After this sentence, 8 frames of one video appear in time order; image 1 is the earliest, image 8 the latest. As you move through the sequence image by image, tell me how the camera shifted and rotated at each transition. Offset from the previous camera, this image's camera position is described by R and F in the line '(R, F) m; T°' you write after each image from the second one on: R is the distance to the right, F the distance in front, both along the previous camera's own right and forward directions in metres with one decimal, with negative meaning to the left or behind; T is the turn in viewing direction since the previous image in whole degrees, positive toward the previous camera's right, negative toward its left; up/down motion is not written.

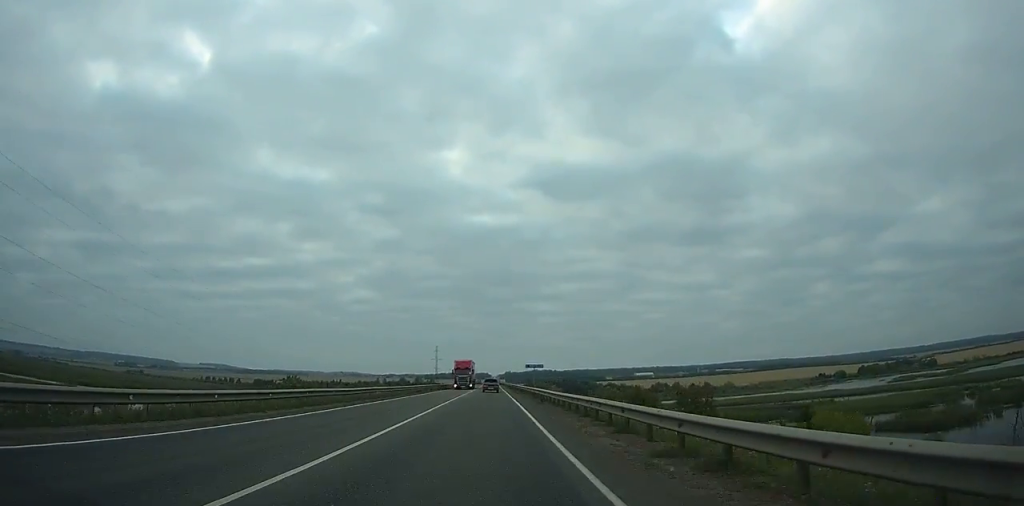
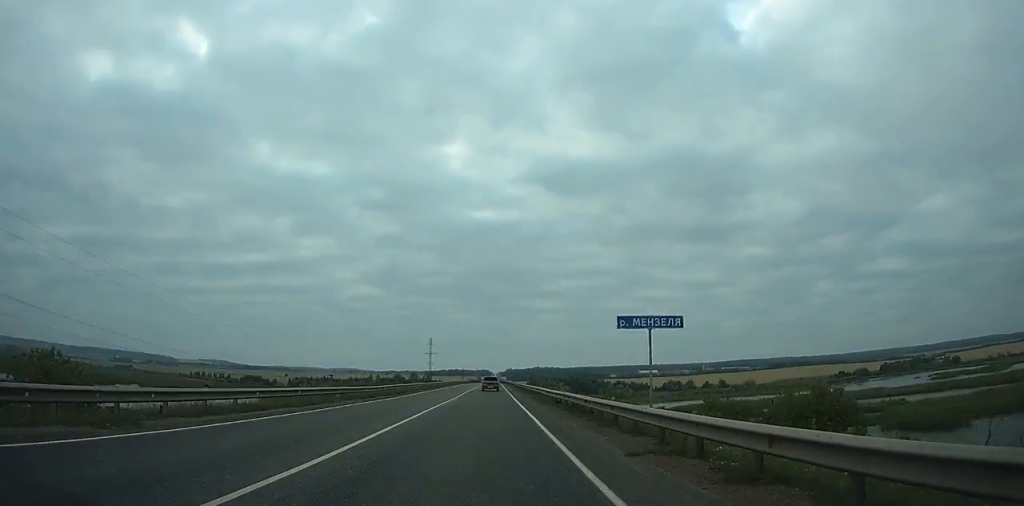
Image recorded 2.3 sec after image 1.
(0.0, +47.6) m; 0°
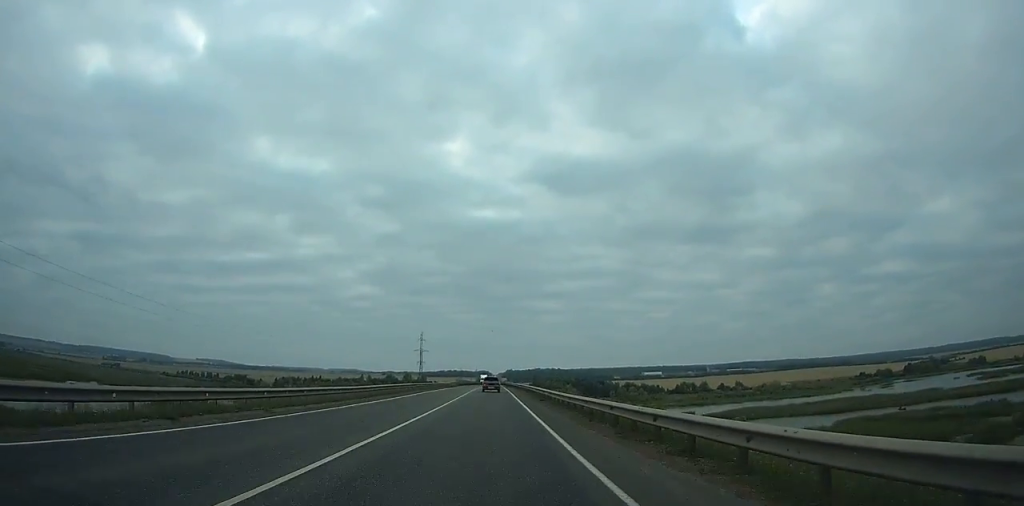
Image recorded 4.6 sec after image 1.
(-0.1, +47.4) m; 0°
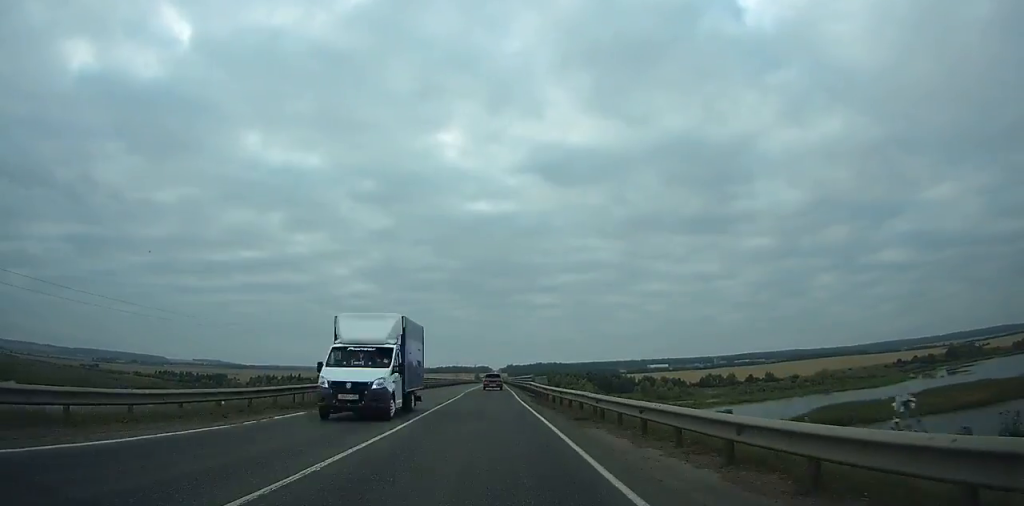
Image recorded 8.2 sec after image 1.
(+0.2, +73.7) m; 0°
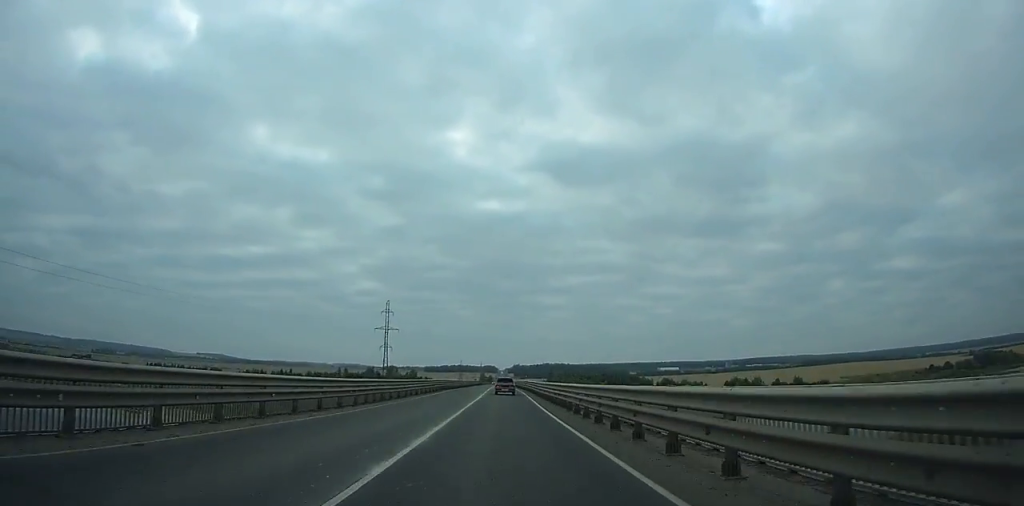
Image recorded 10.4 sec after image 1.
(-0.1, +44.6) m; 0°
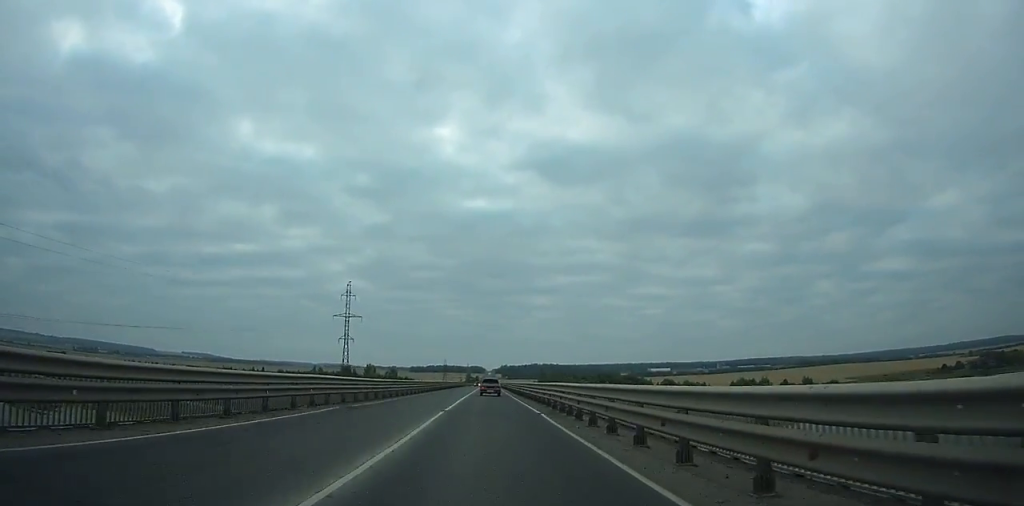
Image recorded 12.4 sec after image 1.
(-0.2, +40.3) m; 0°
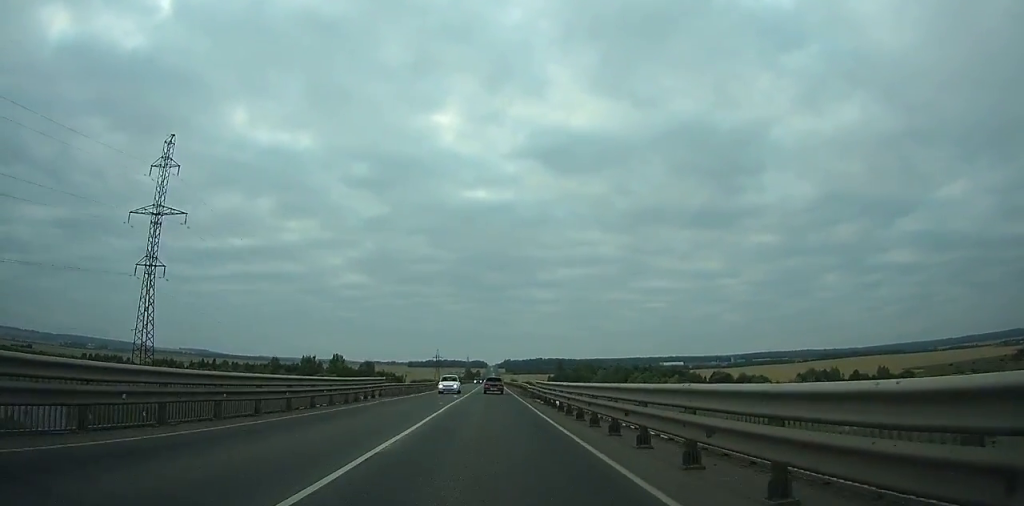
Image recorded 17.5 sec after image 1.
(+0.2, +102.0) m; 0°
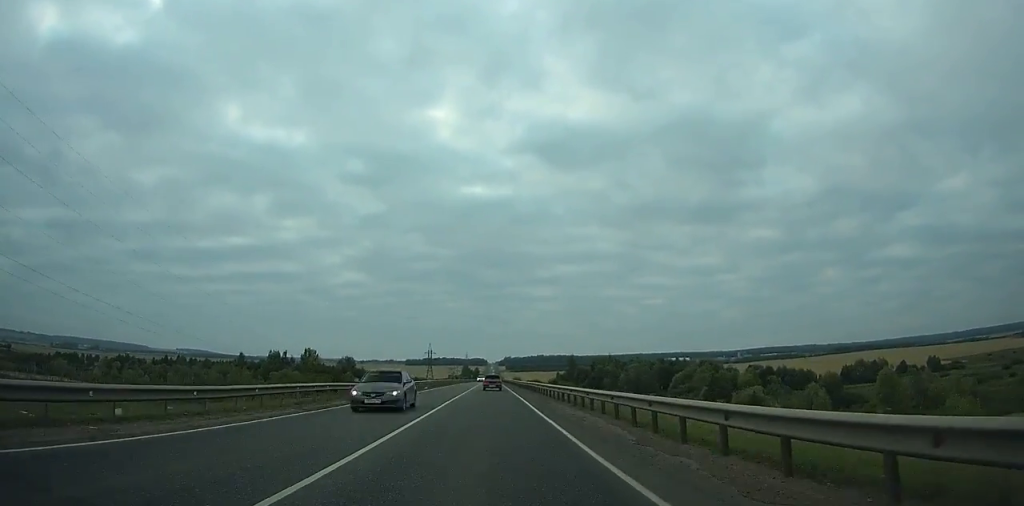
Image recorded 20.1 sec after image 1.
(+0.1, +52.3) m; 0°
